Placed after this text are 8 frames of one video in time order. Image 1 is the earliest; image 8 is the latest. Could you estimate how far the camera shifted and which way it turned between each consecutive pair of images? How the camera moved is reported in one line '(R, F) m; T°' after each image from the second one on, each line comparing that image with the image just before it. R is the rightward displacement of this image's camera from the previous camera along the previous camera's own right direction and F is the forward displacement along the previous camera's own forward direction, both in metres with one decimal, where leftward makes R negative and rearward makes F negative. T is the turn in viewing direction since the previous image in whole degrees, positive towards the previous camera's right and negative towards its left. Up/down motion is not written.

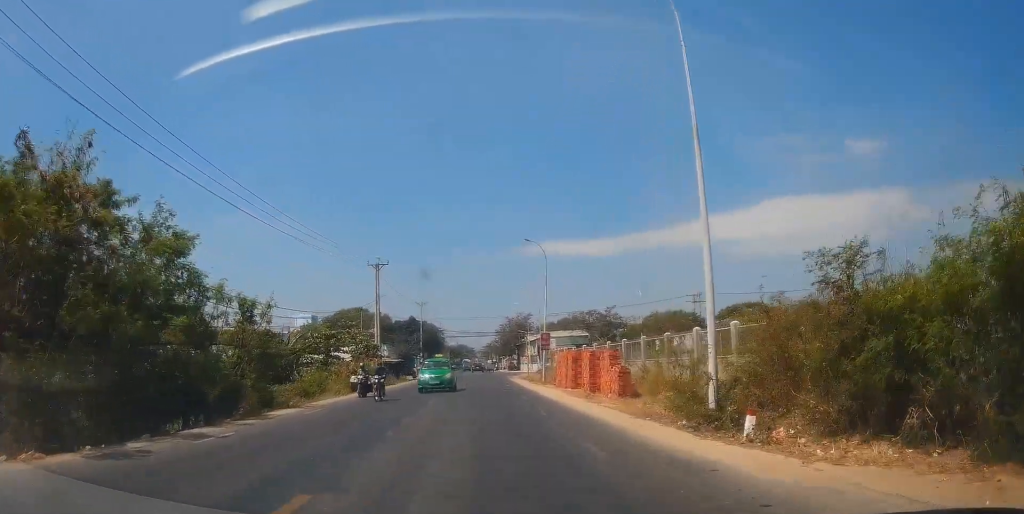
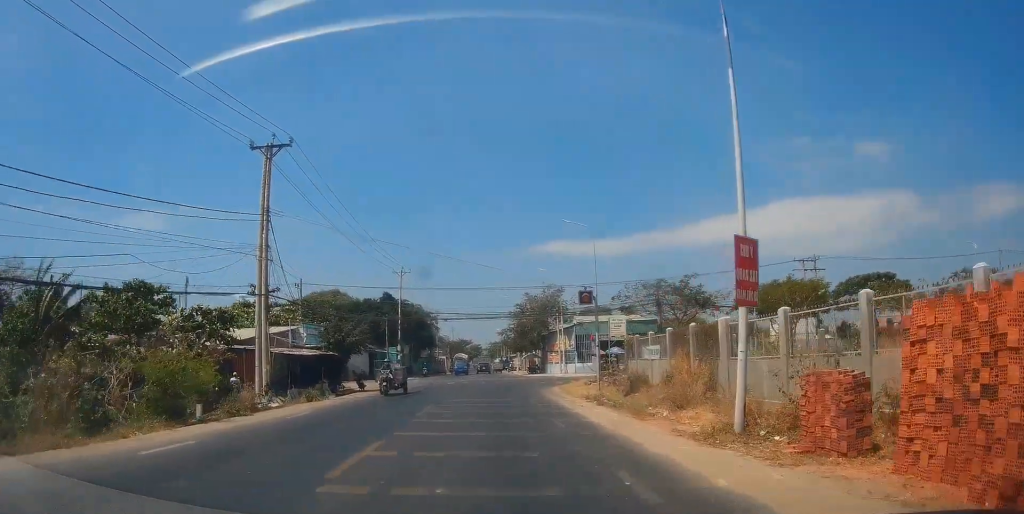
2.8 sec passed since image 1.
(-0.5, +36.4) m; -4°
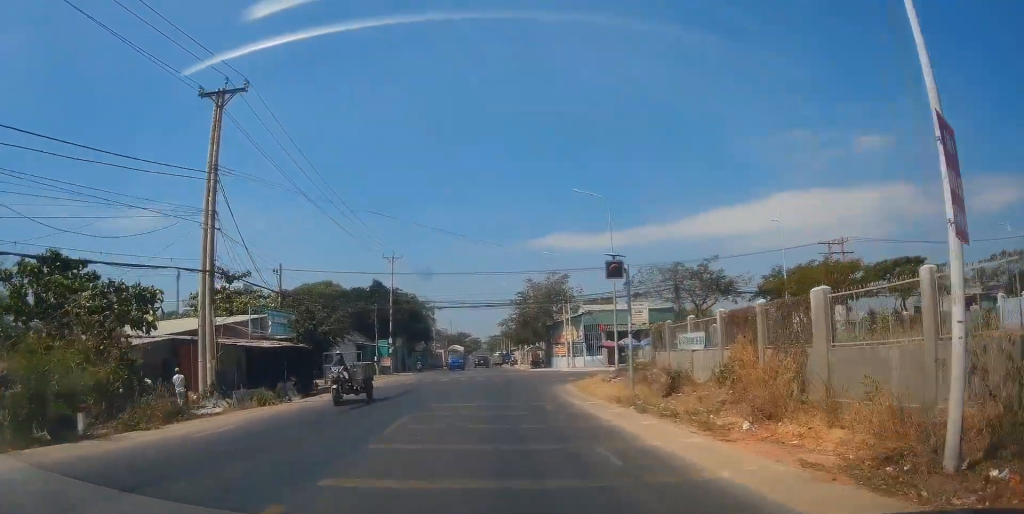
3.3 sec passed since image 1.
(-0.1, +6.2) m; -1°
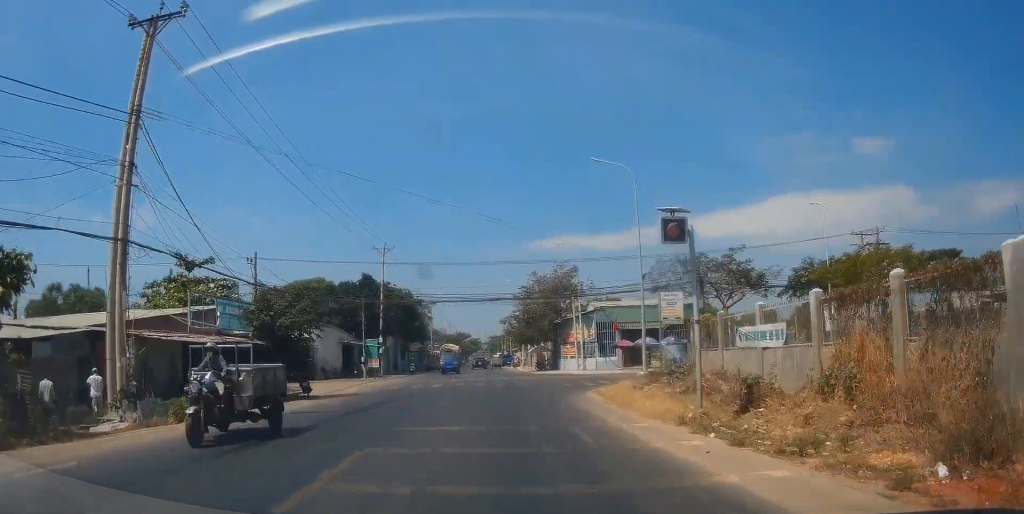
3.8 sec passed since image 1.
(-0.2, +6.5) m; +1°
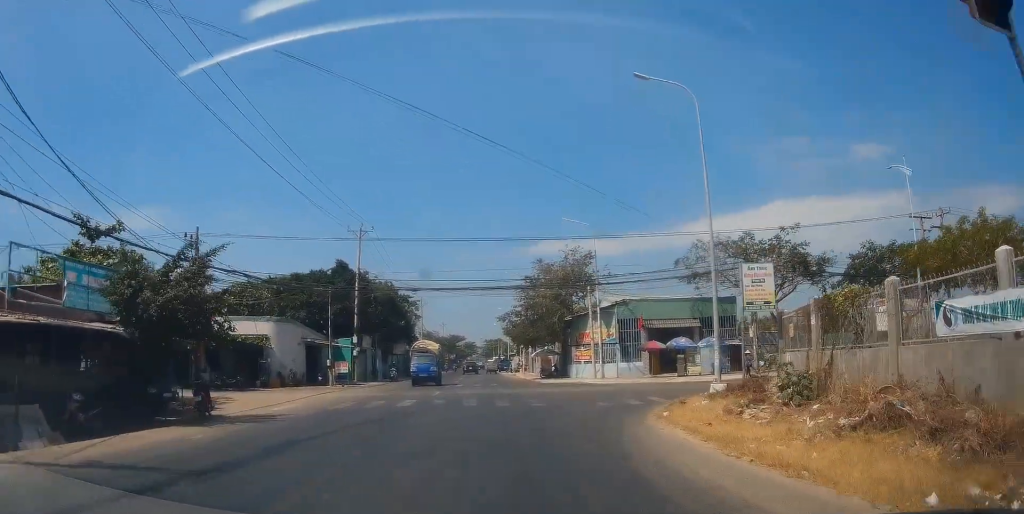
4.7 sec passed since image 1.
(+0.3, +10.4) m; +1°
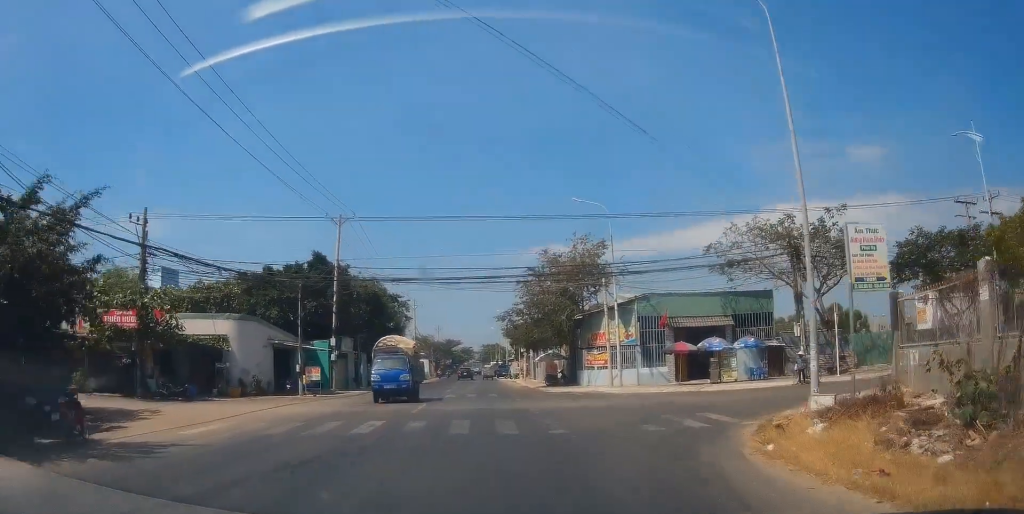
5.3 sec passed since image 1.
(+0.2, +6.6) m; 0°
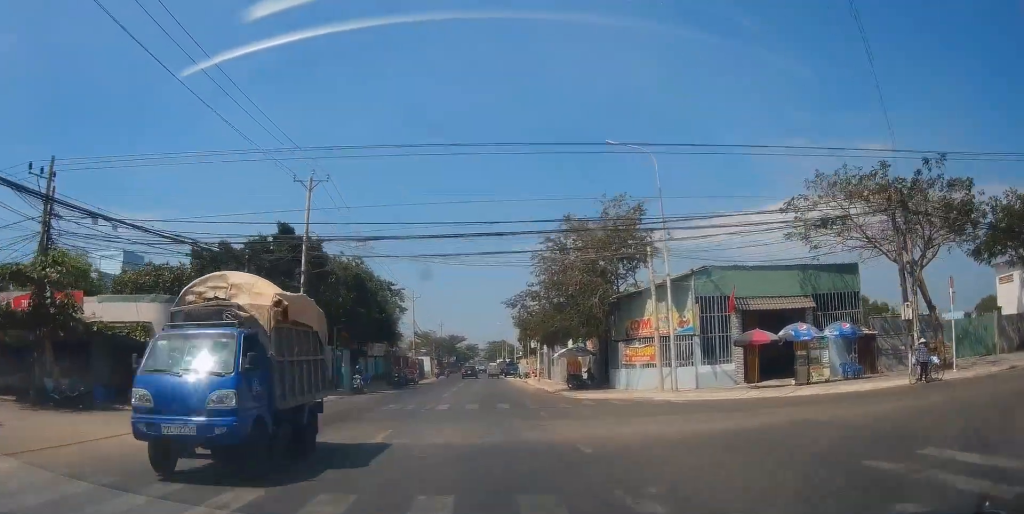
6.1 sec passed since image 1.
(-0.4, +9.5) m; 0°
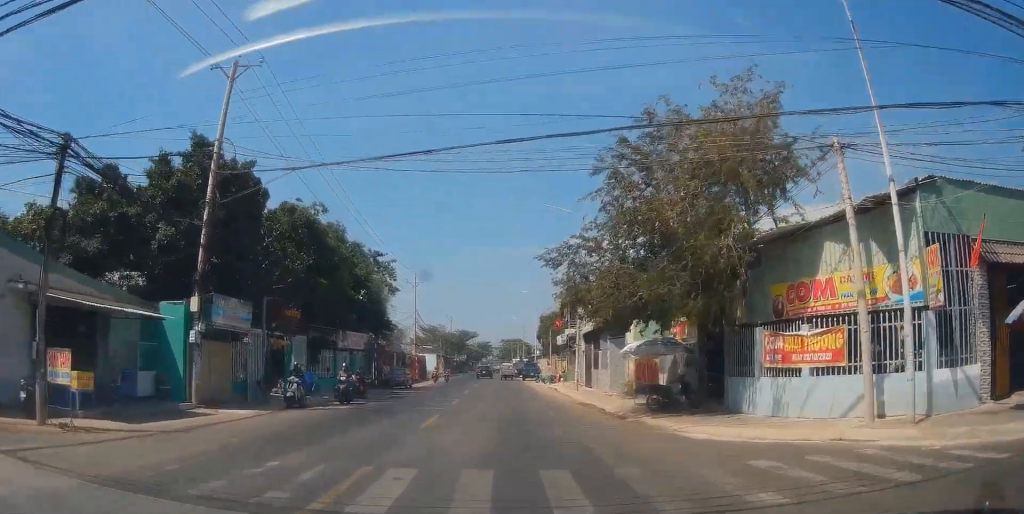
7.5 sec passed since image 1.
(+0.3, +15.3) m; -1°
